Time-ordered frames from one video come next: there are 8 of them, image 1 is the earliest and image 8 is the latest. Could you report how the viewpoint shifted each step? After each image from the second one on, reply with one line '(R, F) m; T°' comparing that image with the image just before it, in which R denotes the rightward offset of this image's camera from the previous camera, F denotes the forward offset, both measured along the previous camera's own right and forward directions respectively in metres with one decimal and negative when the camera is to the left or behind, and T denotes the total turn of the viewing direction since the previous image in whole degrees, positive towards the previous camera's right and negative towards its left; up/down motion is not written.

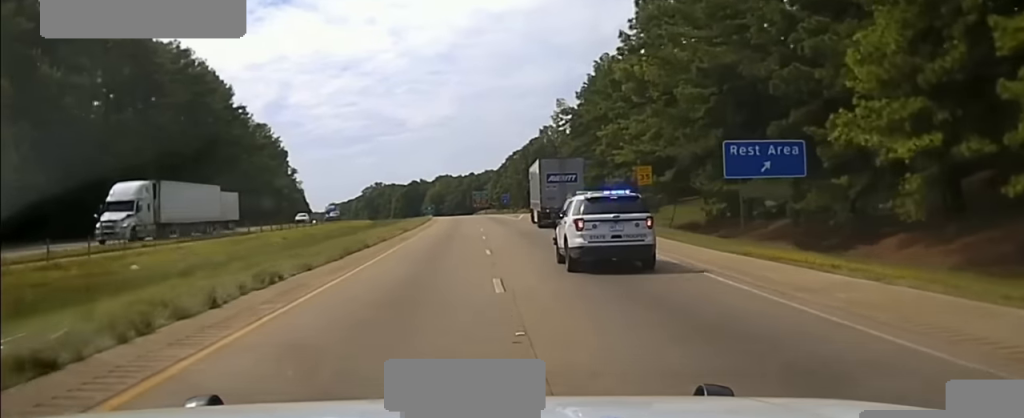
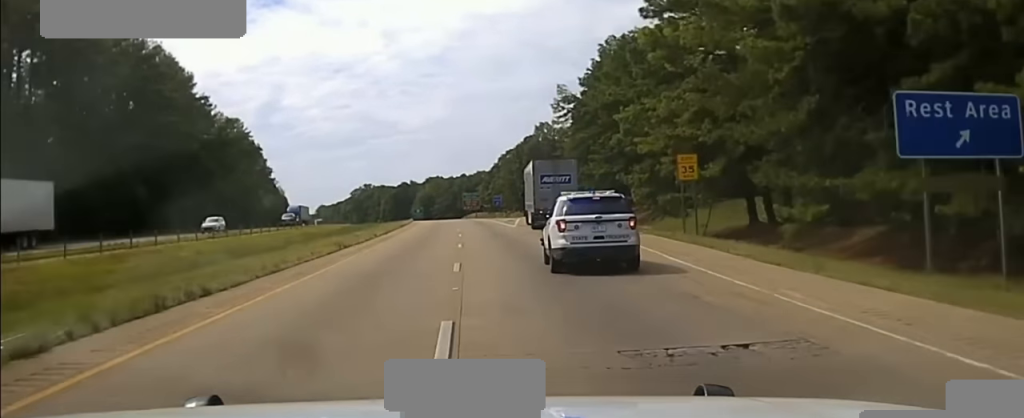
(+0.2, +17.8) m; +1°
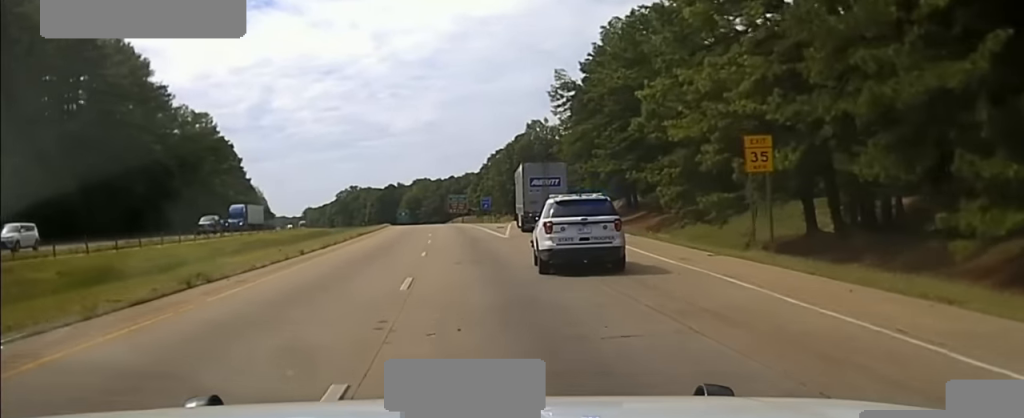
(+0.1, +16.0) m; +1°
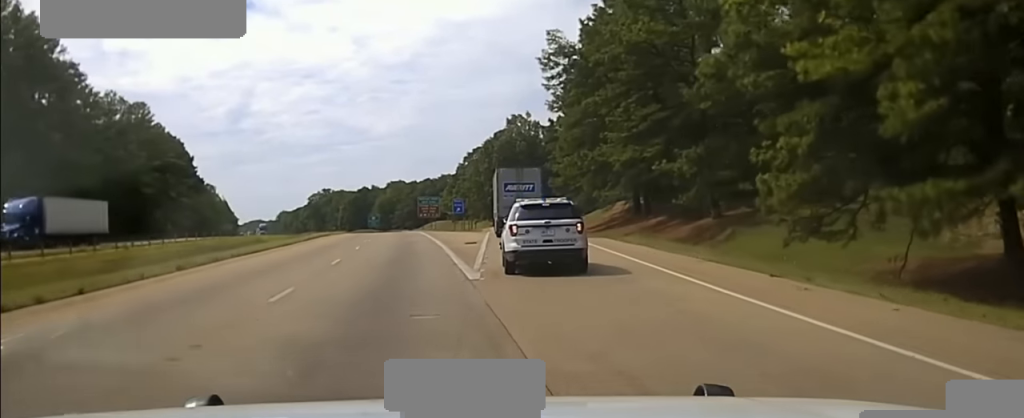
(+0.1, +24.6) m; 0°
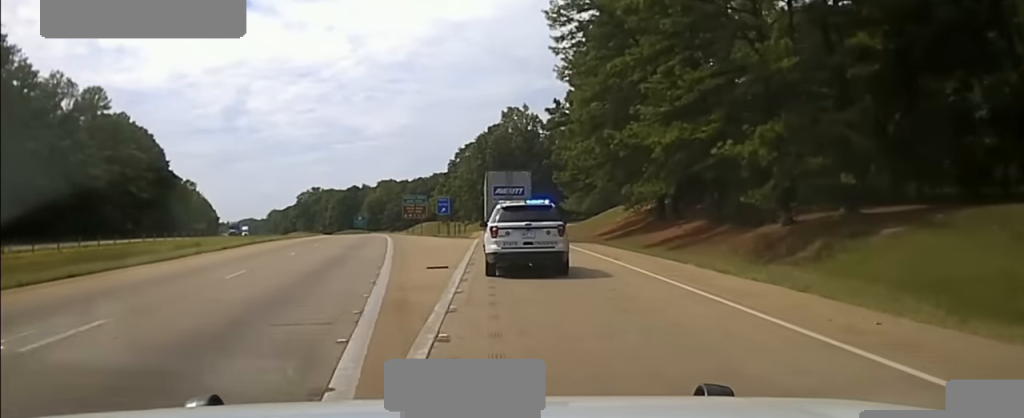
(0.0, +17.7) m; 0°
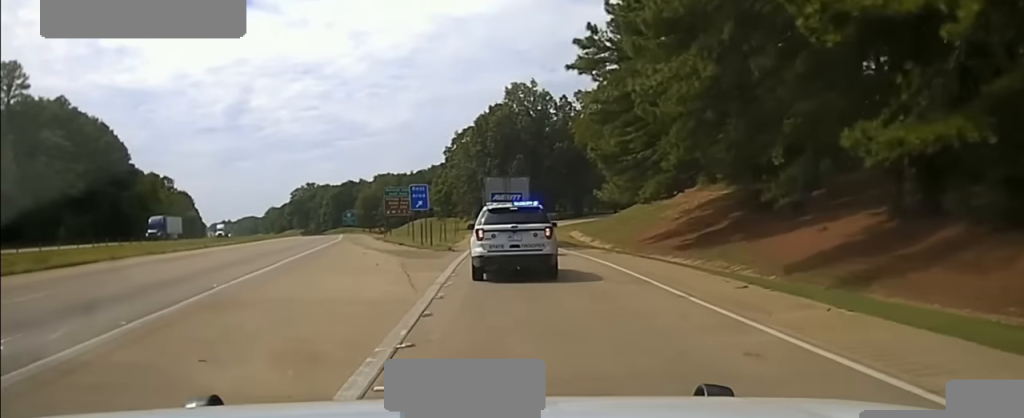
(-0.1, +29.8) m; -1°
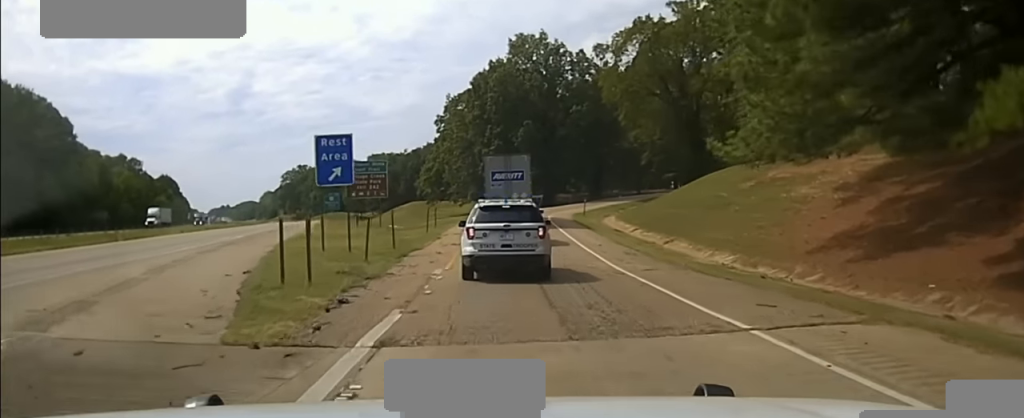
(-0.2, +32.0) m; +1°
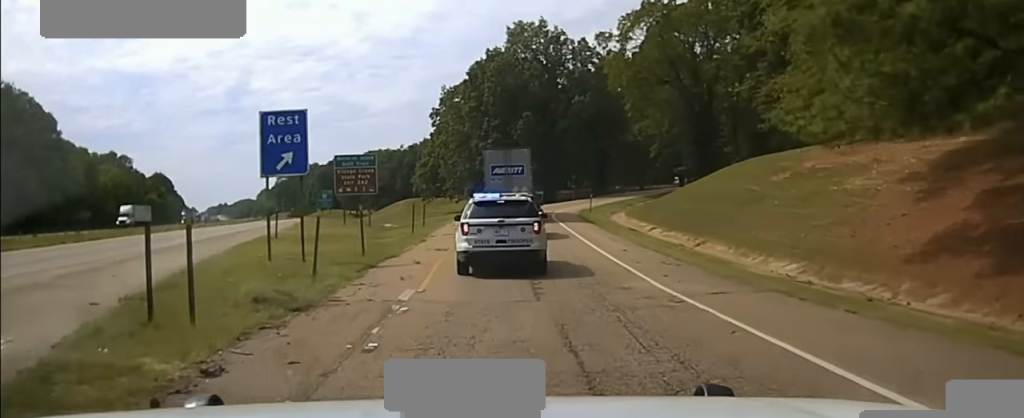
(+0.2, +6.9) m; 0°
